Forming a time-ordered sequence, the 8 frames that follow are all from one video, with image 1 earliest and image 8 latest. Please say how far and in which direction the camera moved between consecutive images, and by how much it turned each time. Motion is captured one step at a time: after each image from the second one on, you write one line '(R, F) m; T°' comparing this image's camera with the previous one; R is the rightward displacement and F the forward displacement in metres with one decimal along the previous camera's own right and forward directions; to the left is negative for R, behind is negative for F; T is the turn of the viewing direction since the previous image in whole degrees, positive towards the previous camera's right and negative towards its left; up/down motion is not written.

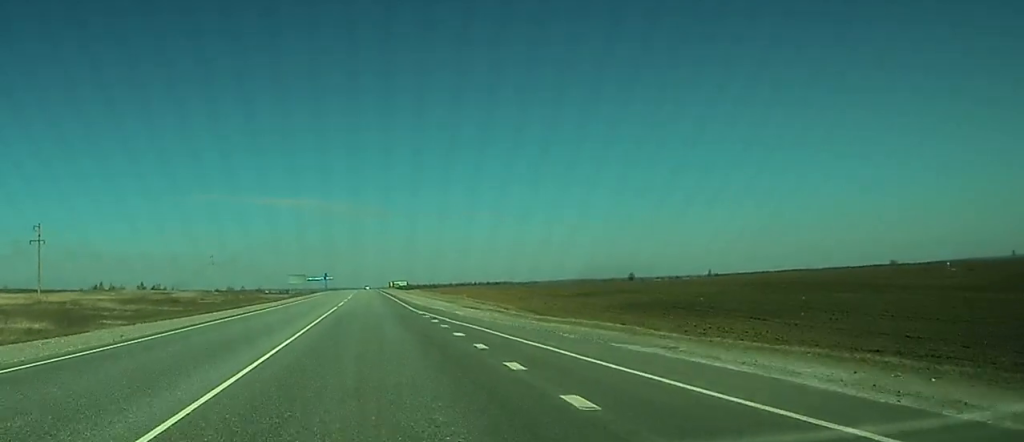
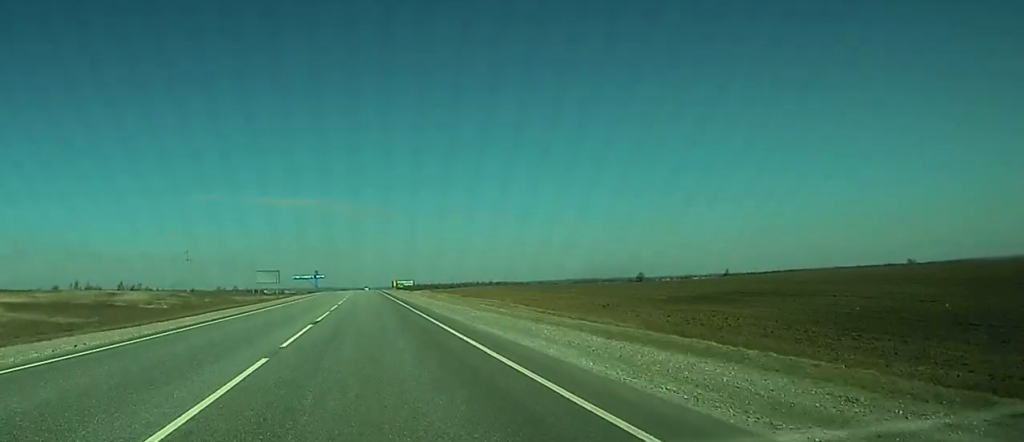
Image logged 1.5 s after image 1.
(-0.1, +46.1) m; 0°
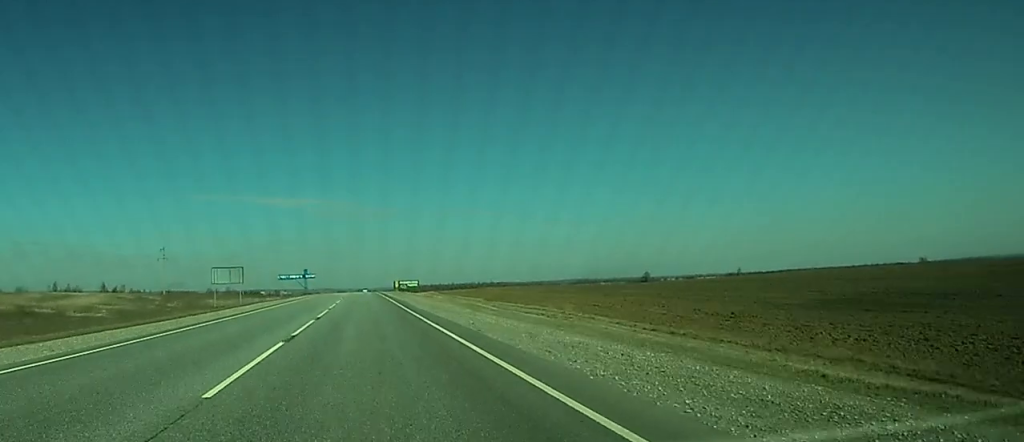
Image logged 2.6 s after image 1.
(0.0, +32.5) m; 0°
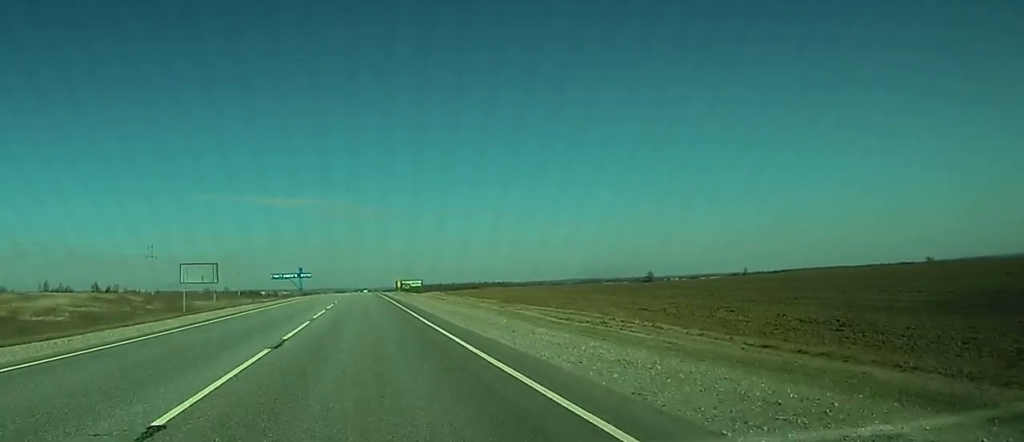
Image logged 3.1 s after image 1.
(0.0, +14.3) m; 0°
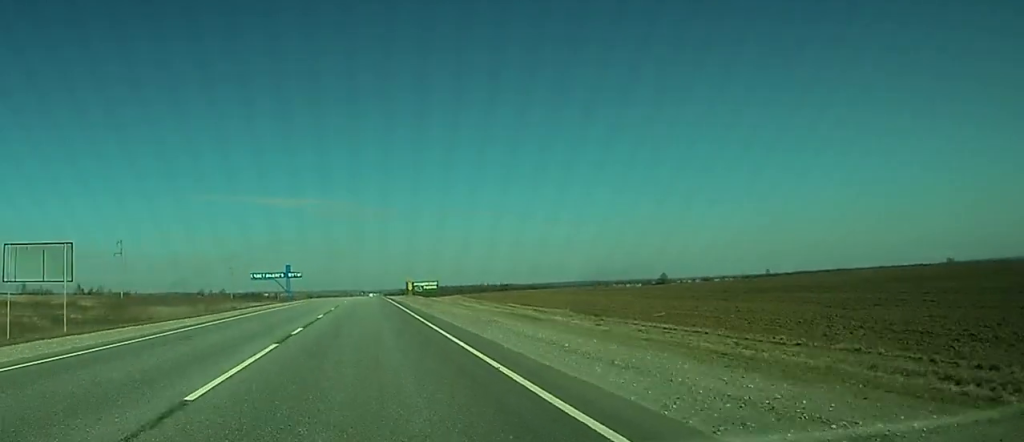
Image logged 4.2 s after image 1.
(0.0, +36.0) m; 0°
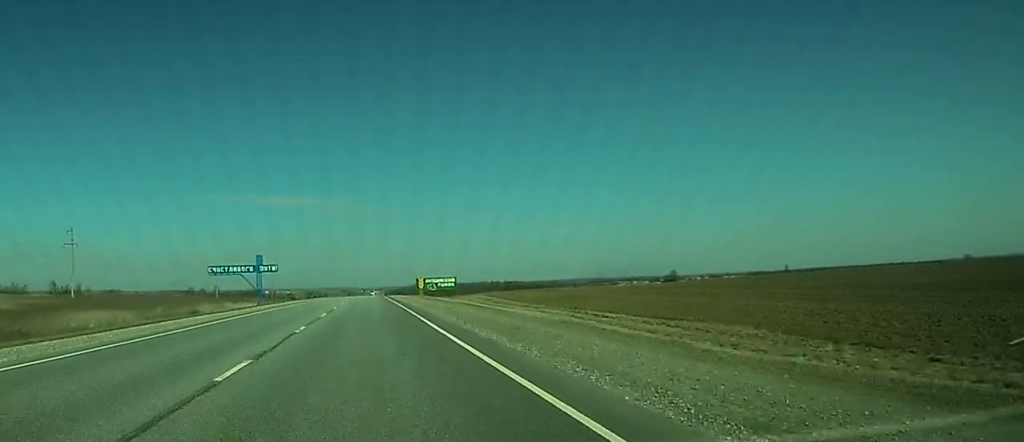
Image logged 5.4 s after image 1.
(-0.1, +36.2) m; 0°
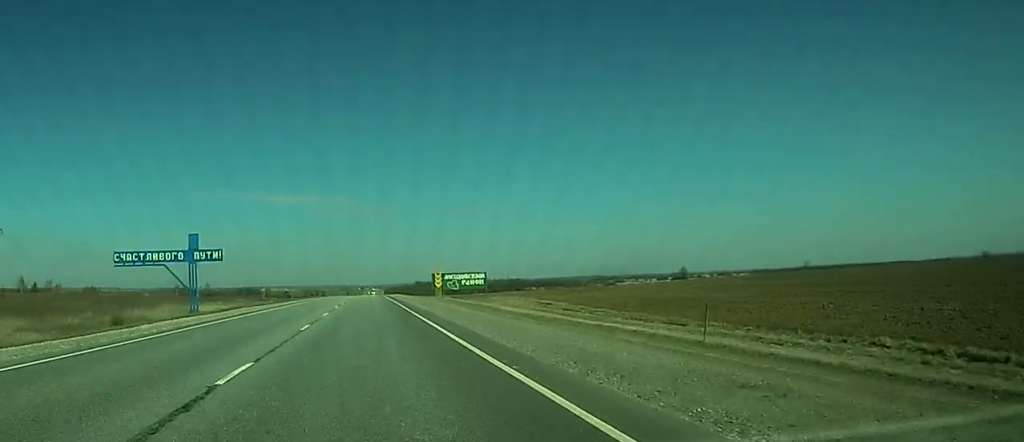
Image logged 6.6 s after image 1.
(+0.1, +37.4) m; 0°
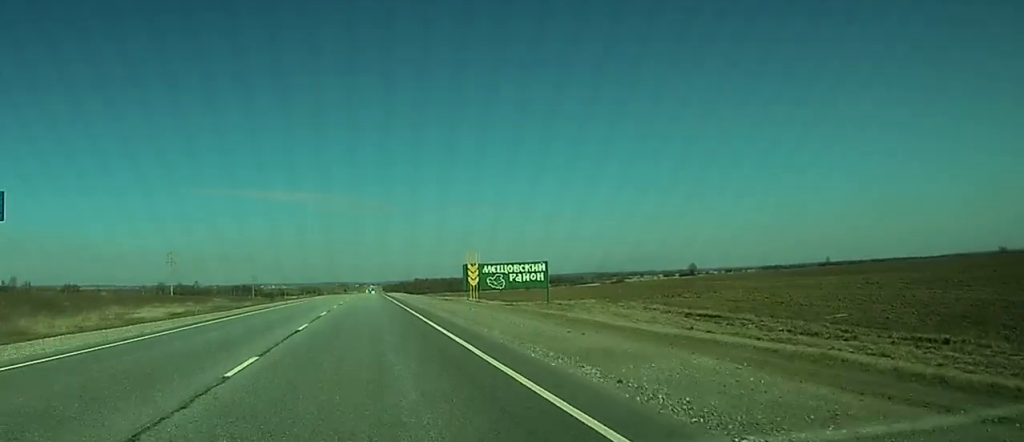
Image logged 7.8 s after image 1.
(0.0, +37.5) m; 0°
